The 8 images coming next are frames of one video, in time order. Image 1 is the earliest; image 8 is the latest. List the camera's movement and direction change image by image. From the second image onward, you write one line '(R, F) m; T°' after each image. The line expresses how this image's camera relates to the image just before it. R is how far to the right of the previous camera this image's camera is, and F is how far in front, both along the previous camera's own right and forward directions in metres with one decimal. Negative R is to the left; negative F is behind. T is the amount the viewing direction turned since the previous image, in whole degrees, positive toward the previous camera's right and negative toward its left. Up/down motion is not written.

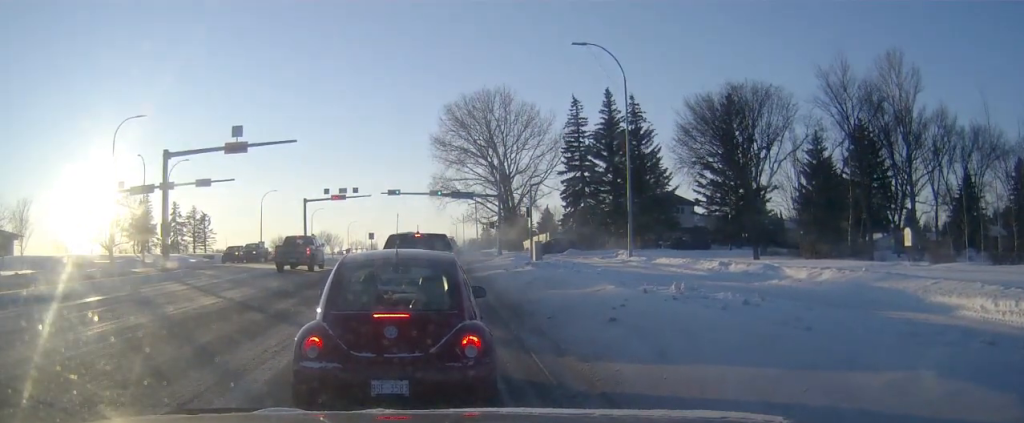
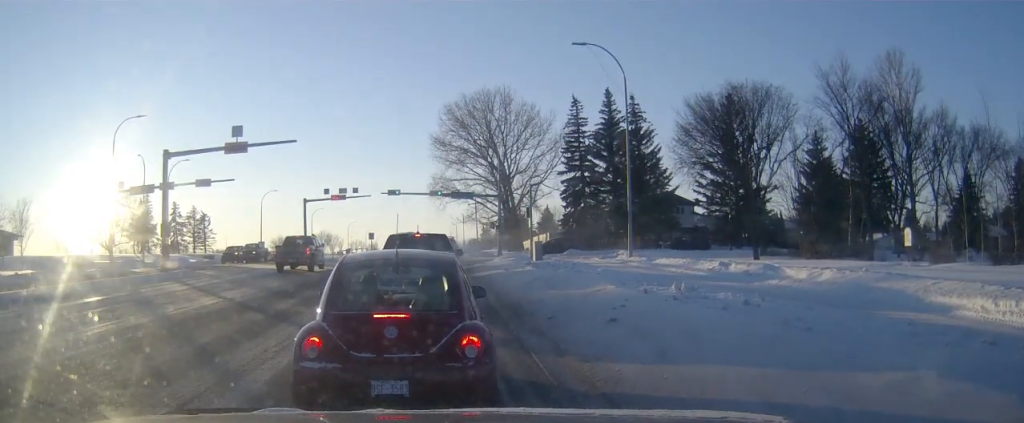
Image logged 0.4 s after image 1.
(0.0, +0.1) m; 0°
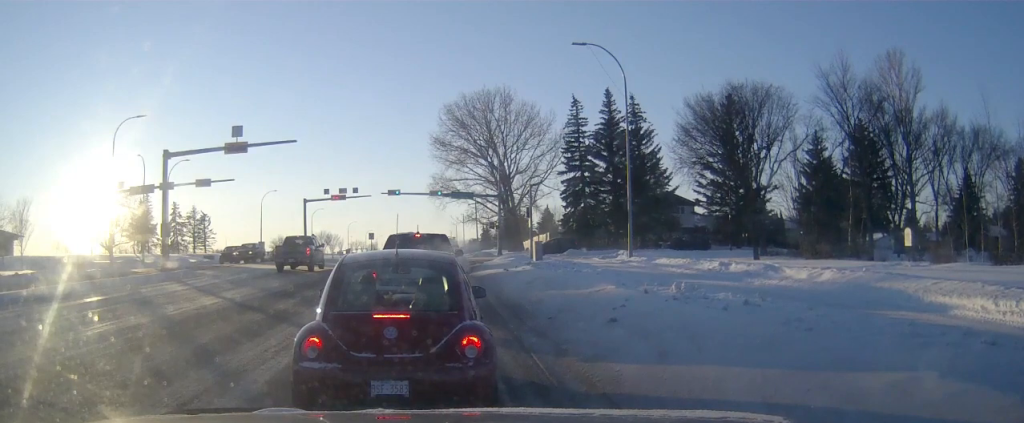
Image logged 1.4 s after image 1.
(0.0, +0.3) m; 0°
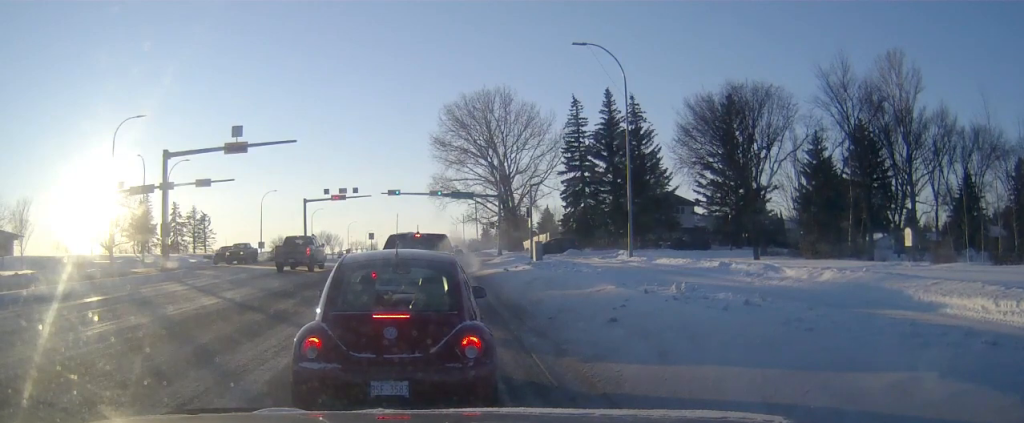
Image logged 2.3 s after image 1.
(0.0, +0.4) m; 0°
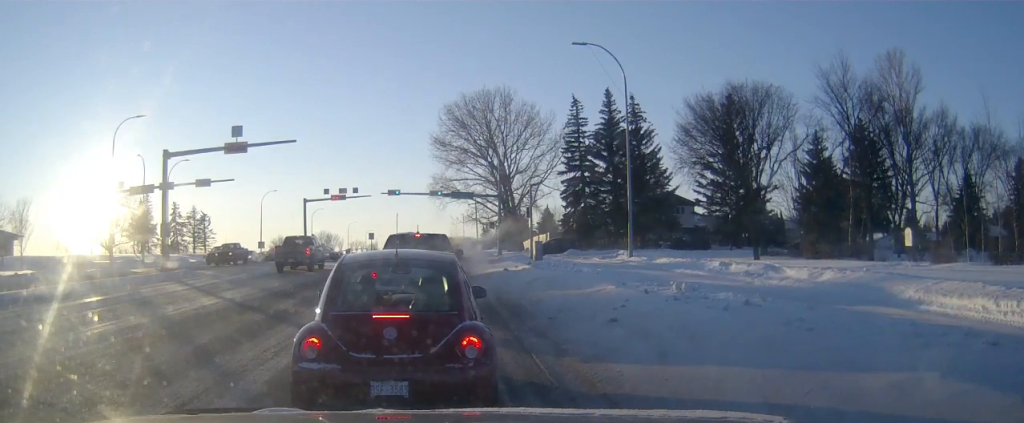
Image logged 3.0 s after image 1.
(0.0, +0.4) m; 0°
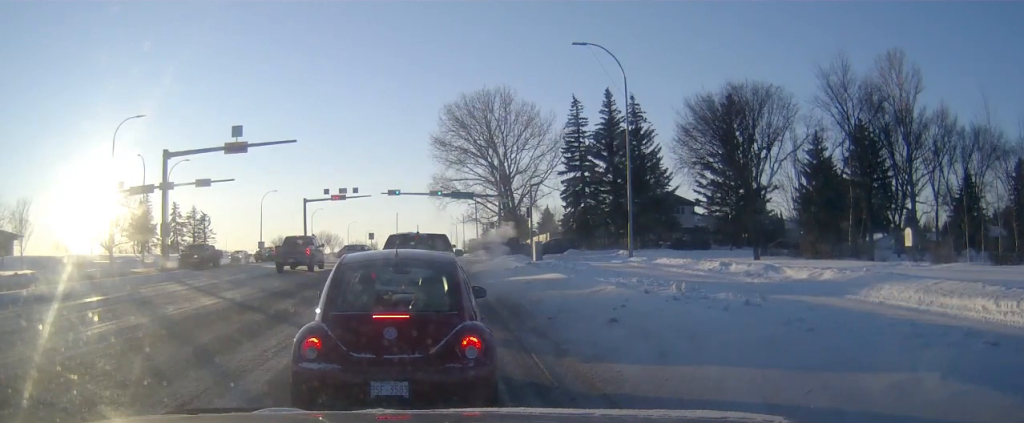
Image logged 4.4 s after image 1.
(0.0, +0.8) m; 0°
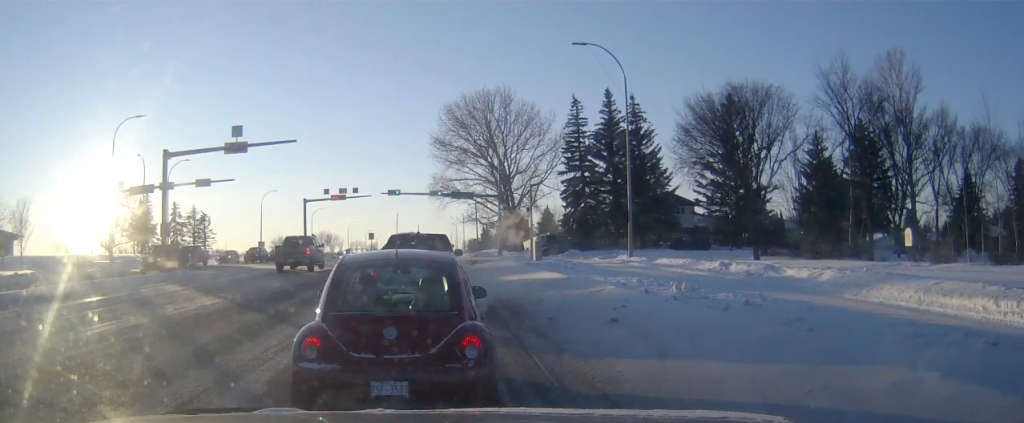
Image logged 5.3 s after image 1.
(0.0, +0.4) m; 0°
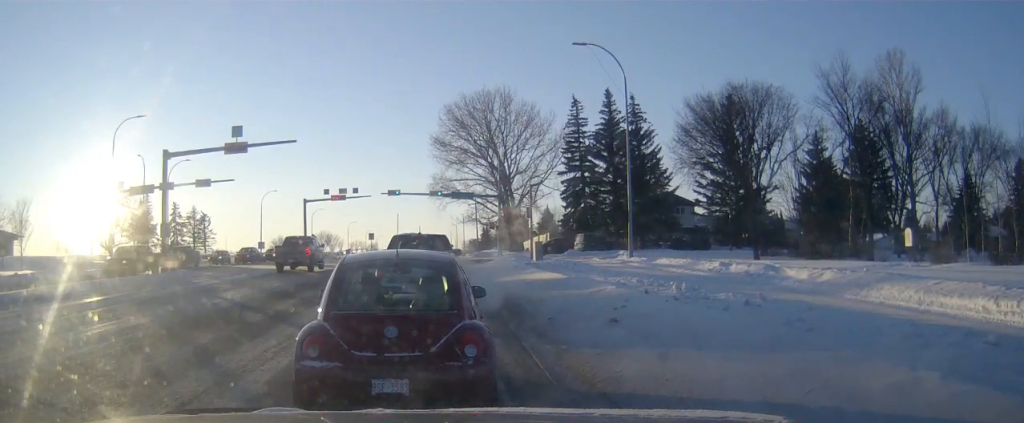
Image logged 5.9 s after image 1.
(0.0, 0.0) m; 0°
